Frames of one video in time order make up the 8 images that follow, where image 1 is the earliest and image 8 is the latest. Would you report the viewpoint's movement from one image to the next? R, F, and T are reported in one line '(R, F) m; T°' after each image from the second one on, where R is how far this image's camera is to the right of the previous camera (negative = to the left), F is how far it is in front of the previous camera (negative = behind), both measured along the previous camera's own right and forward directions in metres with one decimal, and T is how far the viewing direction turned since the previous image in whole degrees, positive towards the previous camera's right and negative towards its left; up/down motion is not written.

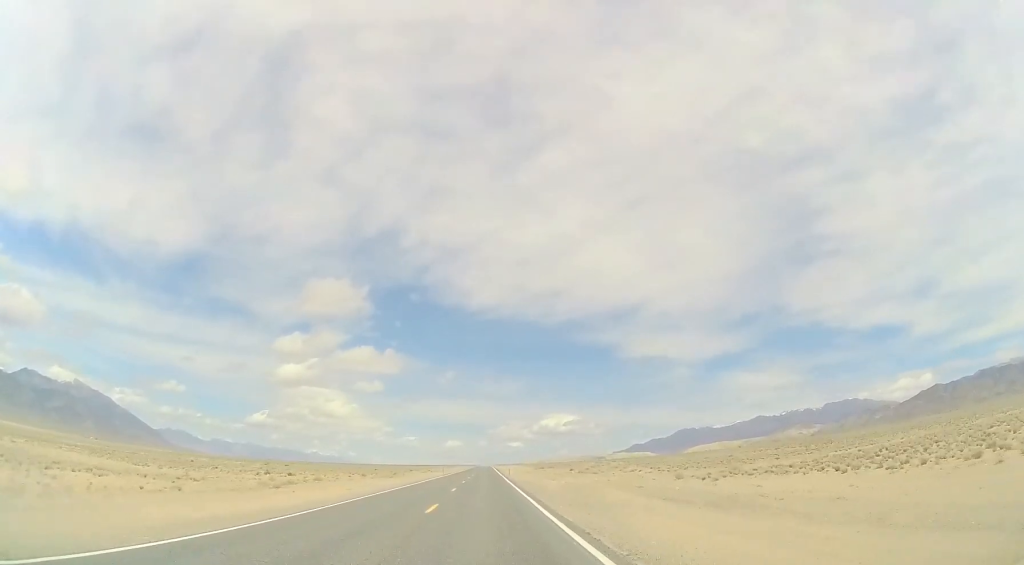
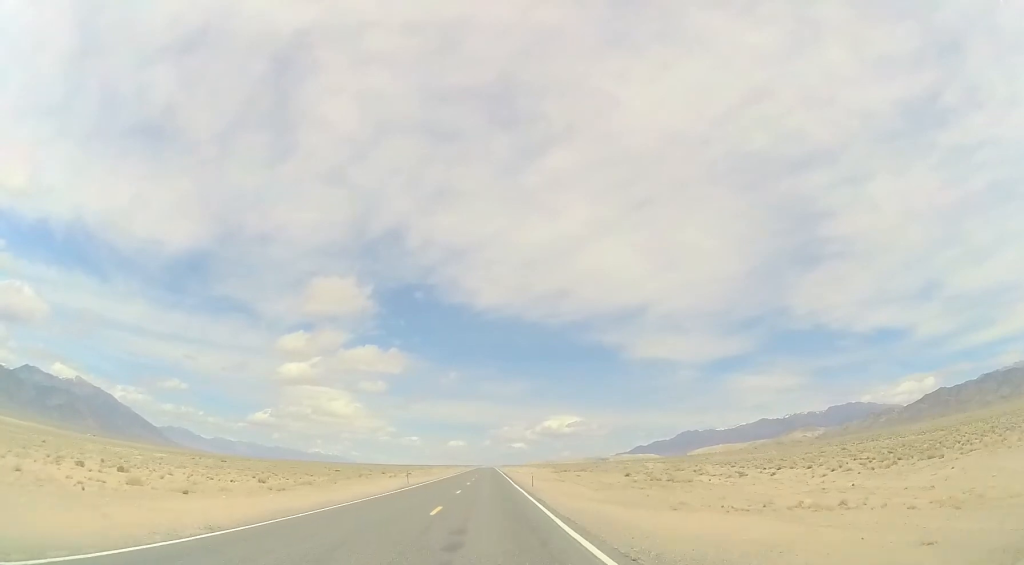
(-0.4, +41.1) m; -1°
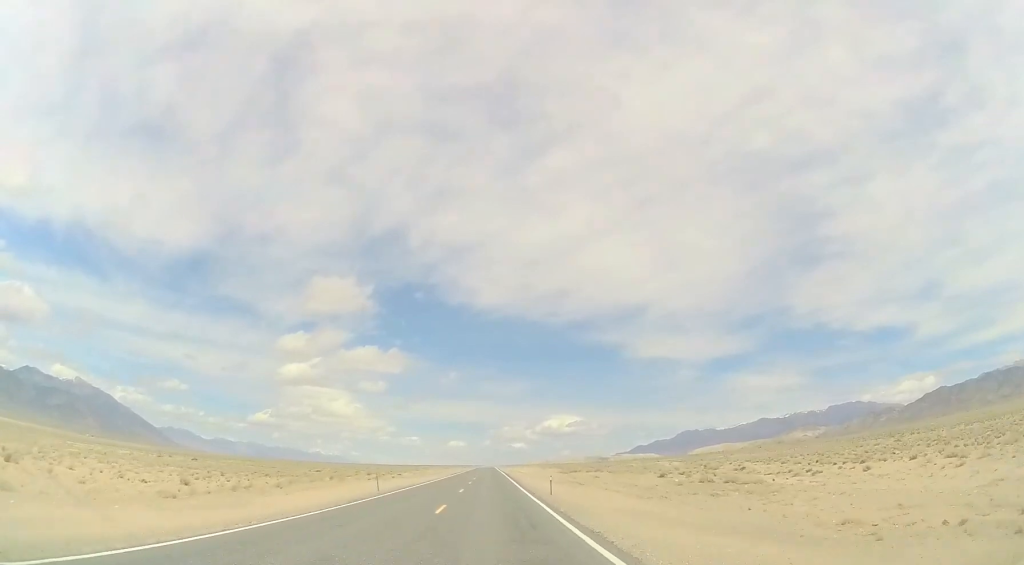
(+0.1, +13.0) m; 0°
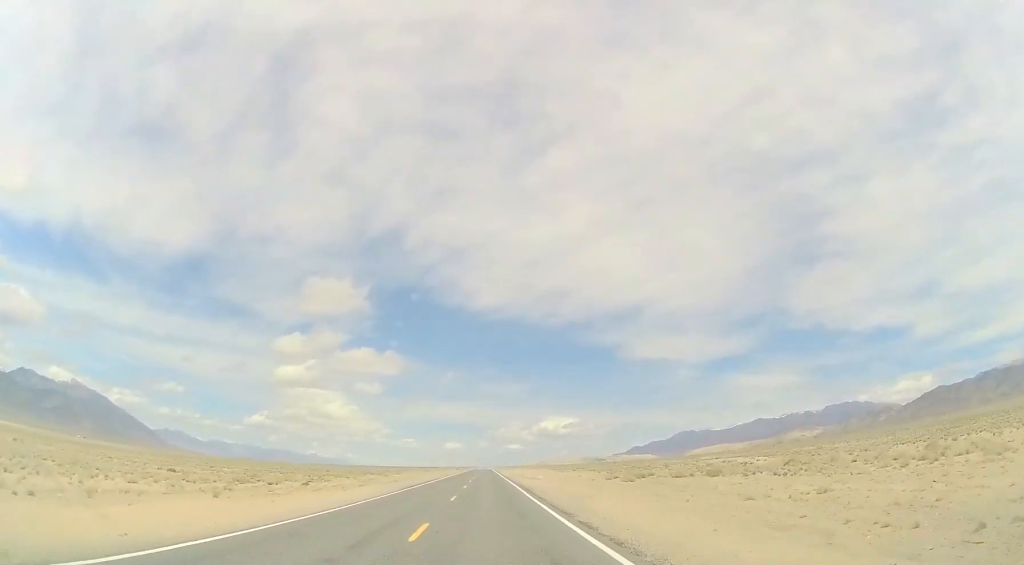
(-0.2, +47.4) m; 0°
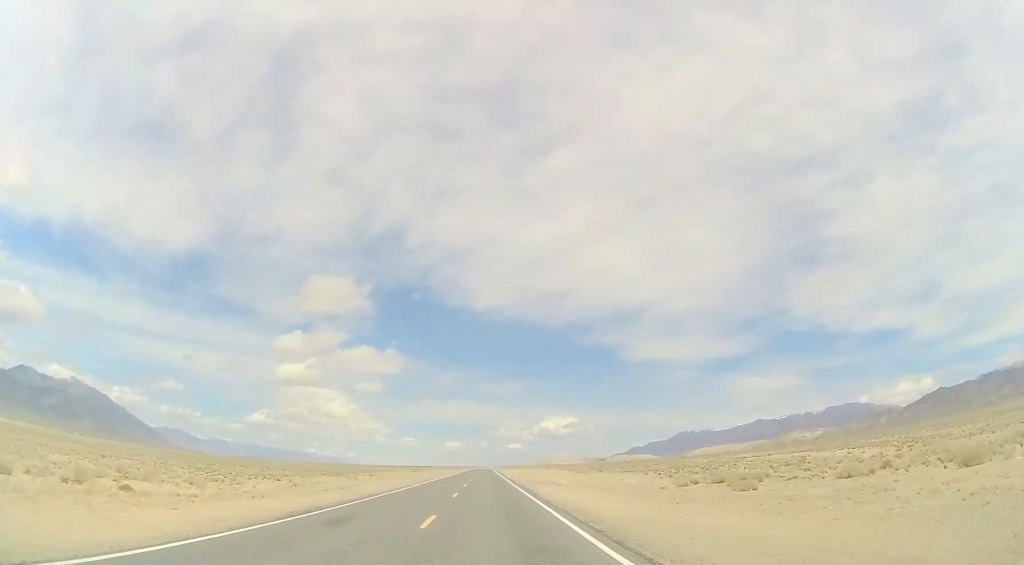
(+0.1, +26.1) m; 0°
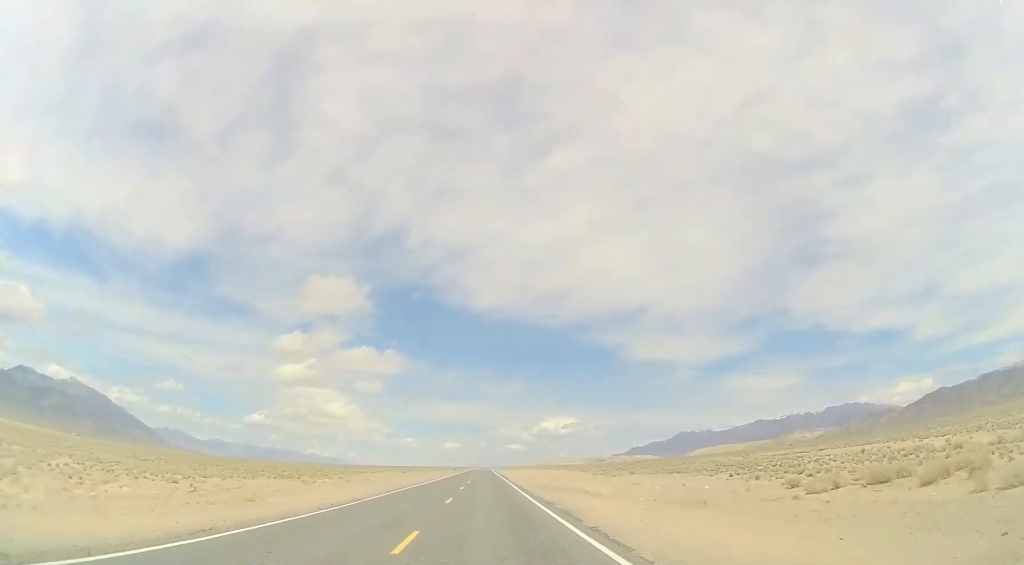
(-0.1, +17.6) m; 0°
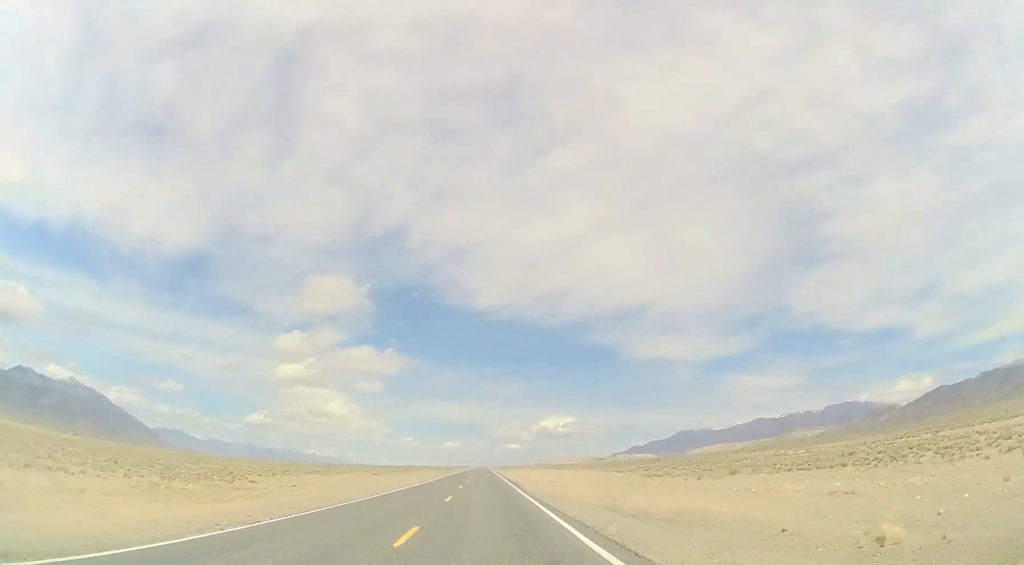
(+0.2, +26.9) m; 0°
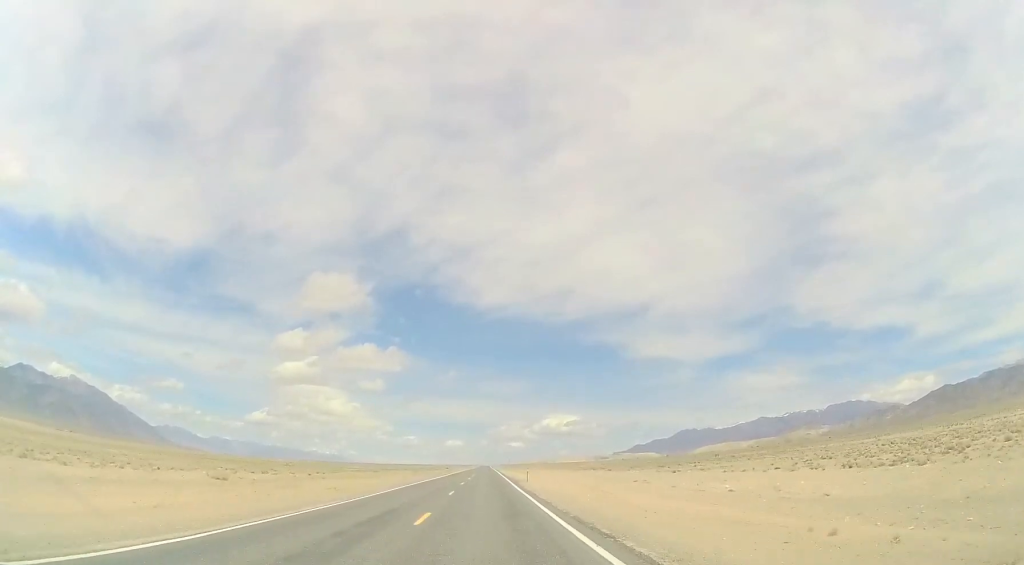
(-0.1, +51.3) m; +1°
